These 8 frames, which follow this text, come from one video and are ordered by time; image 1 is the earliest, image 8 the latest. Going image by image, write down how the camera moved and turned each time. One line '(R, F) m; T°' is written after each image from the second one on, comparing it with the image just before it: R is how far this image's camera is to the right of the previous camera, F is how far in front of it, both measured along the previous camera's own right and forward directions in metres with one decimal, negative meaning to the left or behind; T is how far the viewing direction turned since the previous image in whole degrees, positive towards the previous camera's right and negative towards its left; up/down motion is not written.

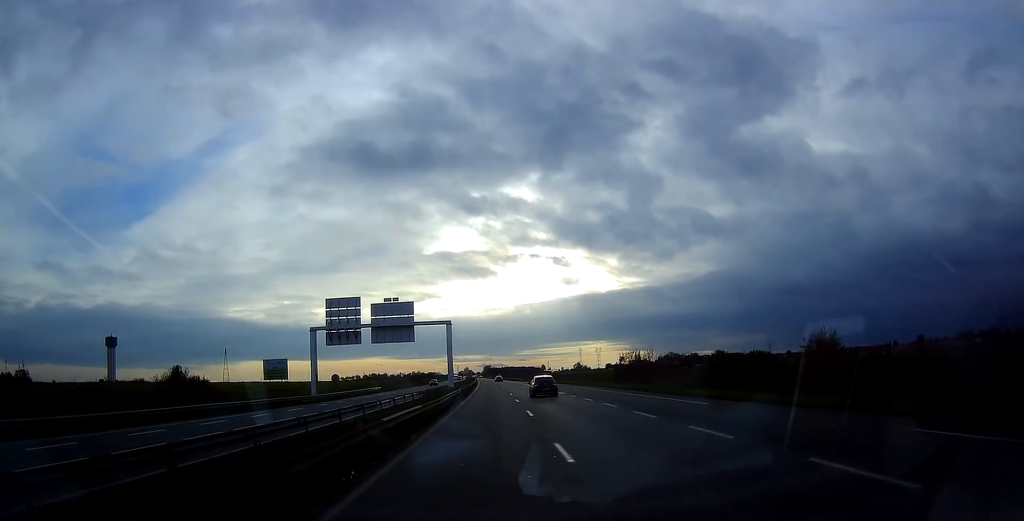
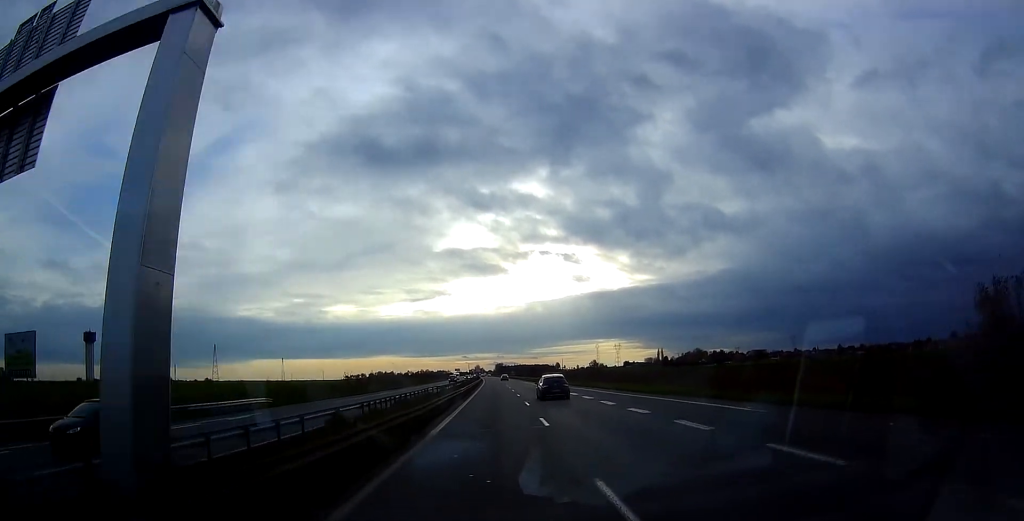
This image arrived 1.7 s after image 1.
(-0.1, +56.5) m; 0°
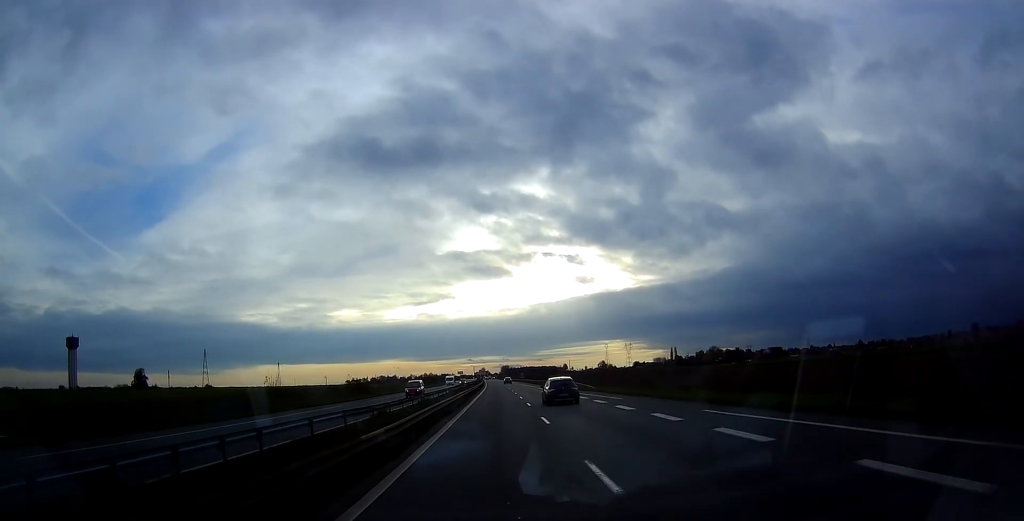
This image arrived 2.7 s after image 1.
(-0.1, +35.5) m; -1°
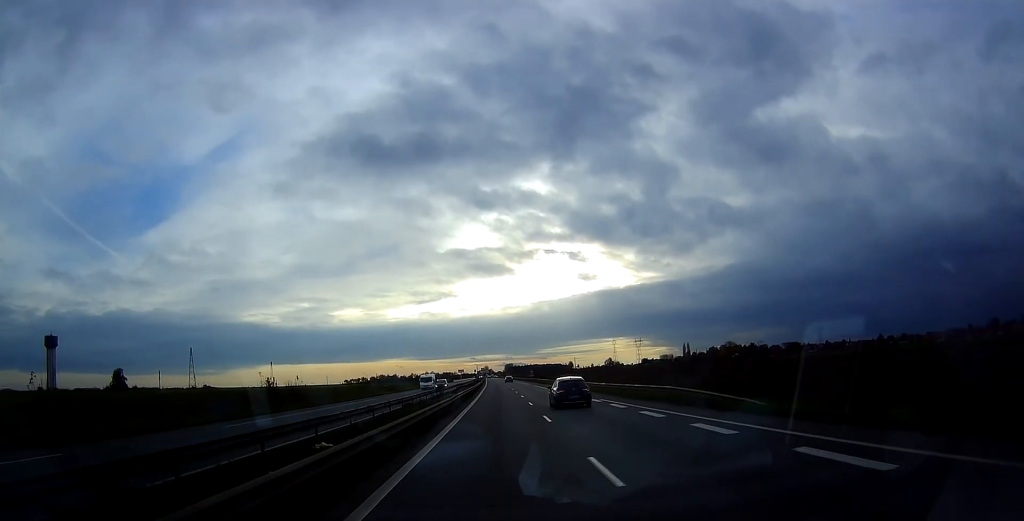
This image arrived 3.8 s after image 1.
(-0.6, +36.6) m; -1°
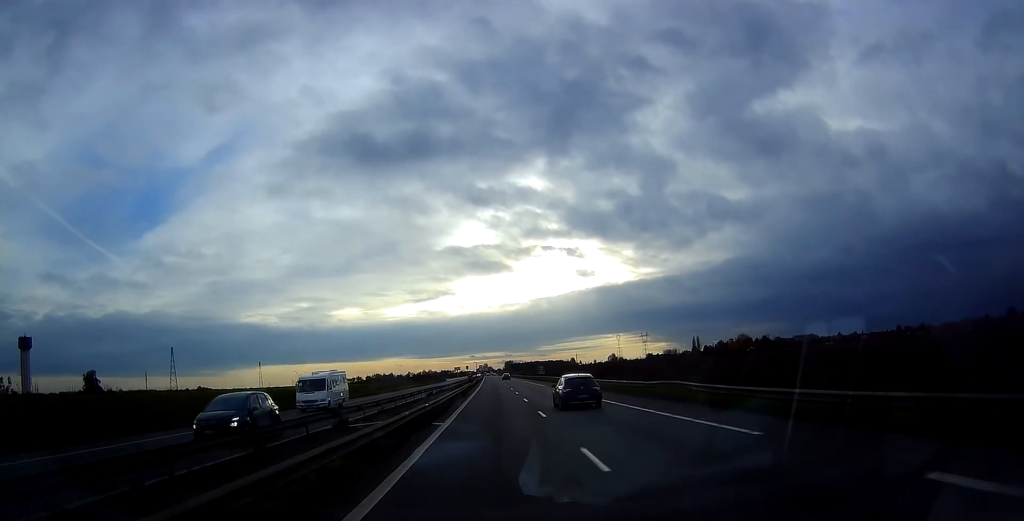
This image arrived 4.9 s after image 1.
(+0.2, +36.4) m; 0°
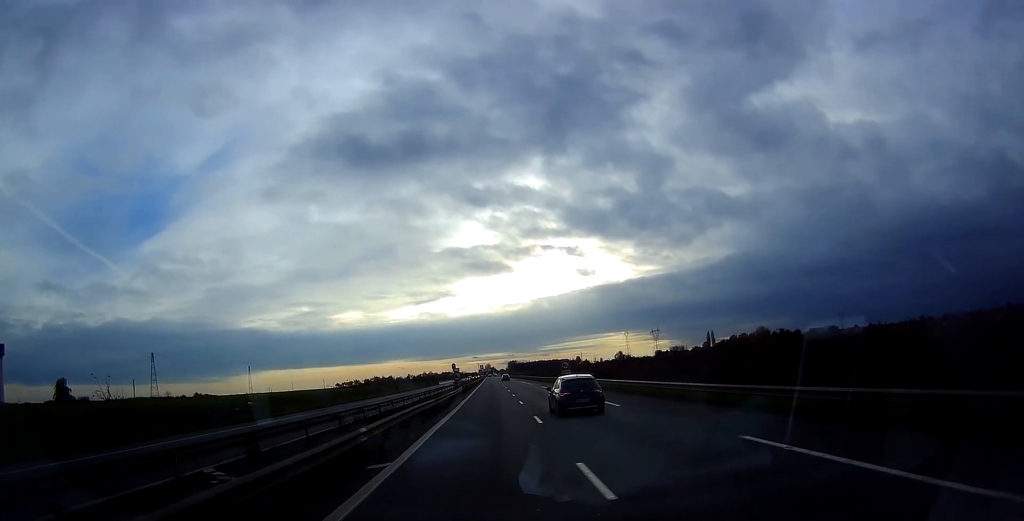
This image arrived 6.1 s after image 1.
(+0.1, +39.3) m; 0°
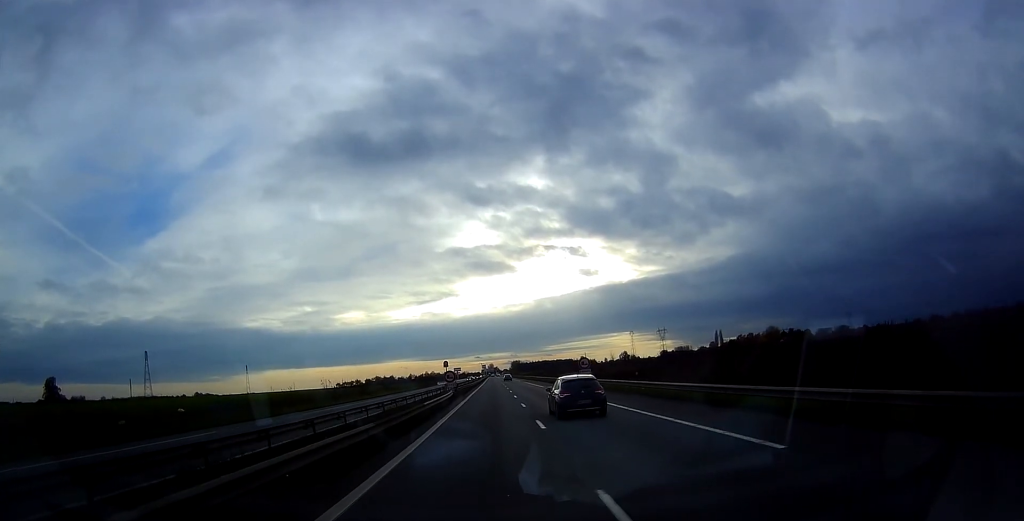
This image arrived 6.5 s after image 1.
(0.0, +14.9) m; 0°
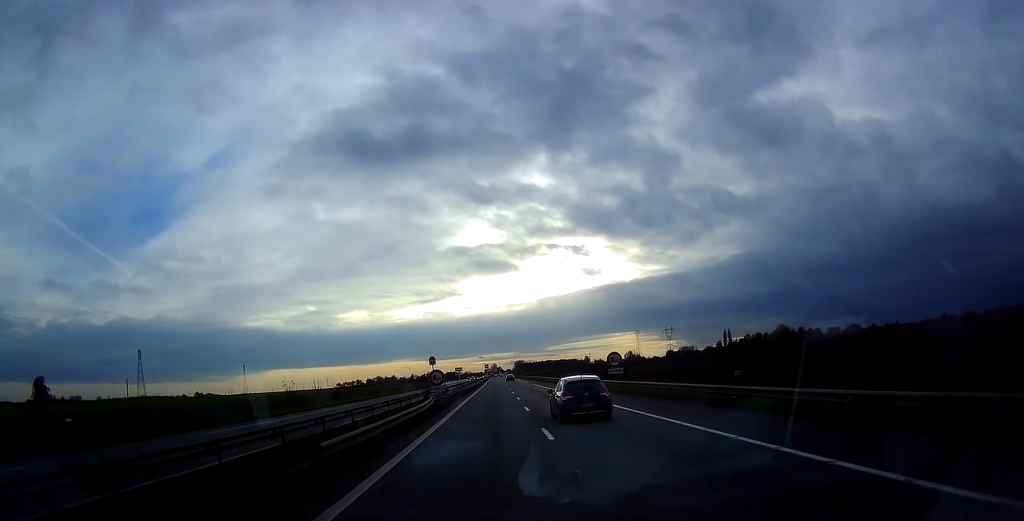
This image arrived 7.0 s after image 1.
(+0.1, +14.9) m; 0°
